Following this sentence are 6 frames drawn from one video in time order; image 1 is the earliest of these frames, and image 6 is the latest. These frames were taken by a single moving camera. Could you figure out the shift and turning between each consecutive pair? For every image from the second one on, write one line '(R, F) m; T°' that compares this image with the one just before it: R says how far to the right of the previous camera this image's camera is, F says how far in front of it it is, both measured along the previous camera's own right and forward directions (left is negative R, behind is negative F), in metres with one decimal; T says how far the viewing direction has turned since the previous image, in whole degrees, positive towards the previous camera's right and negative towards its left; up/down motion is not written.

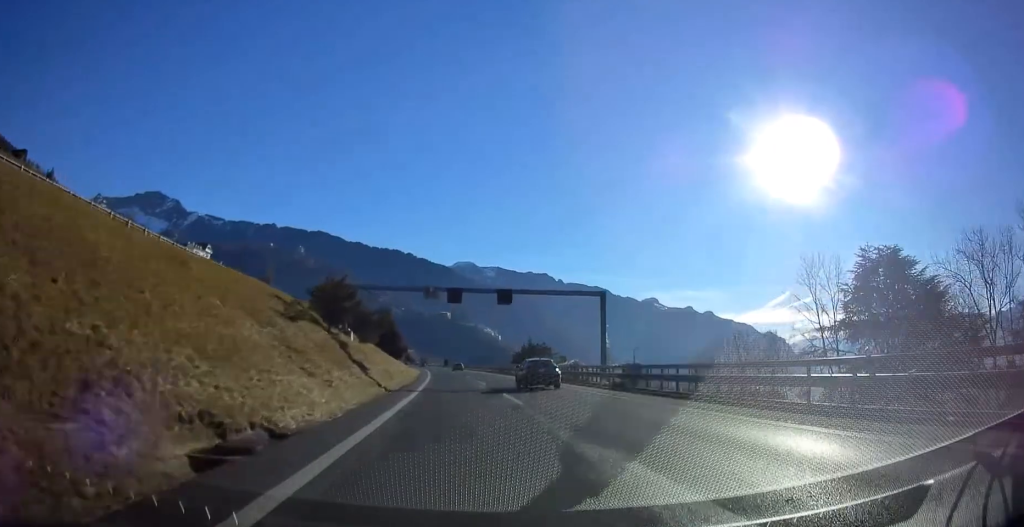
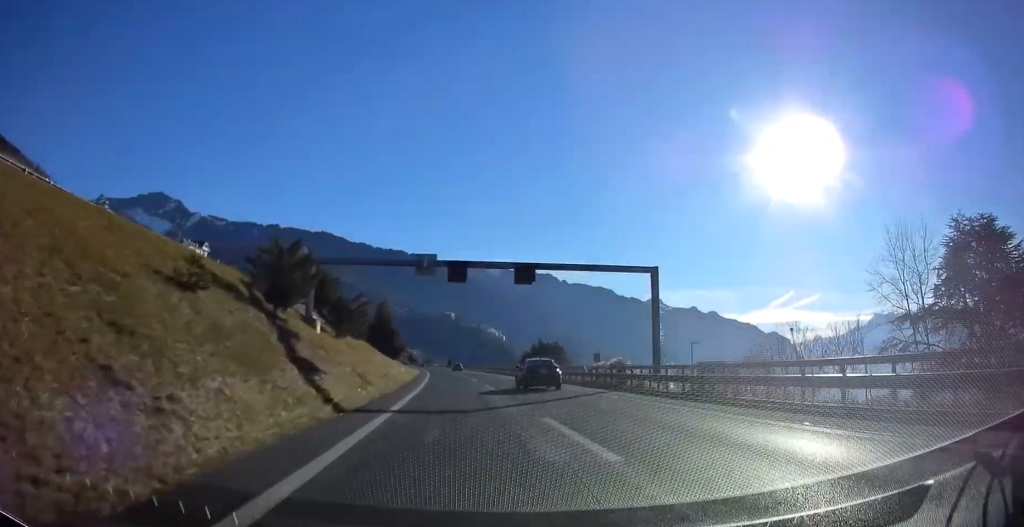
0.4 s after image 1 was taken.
(0.0, +11.5) m; 0°
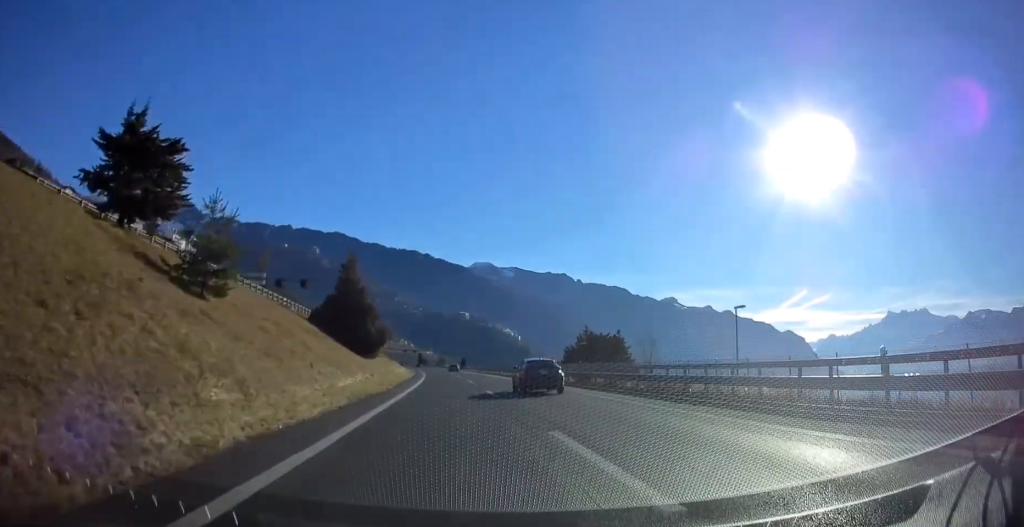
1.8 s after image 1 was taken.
(-0.3, +40.2) m; -2°
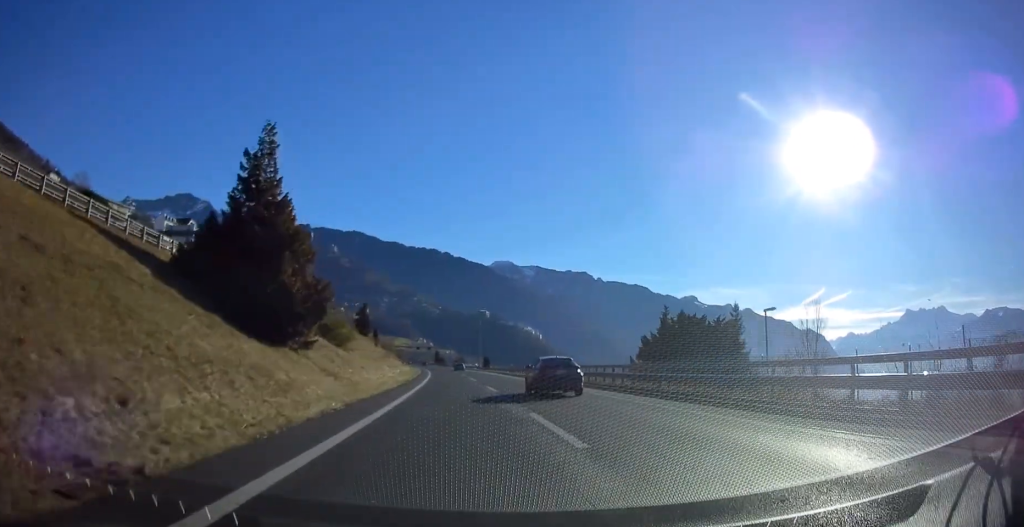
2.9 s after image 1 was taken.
(-0.7, +32.5) m; -2°
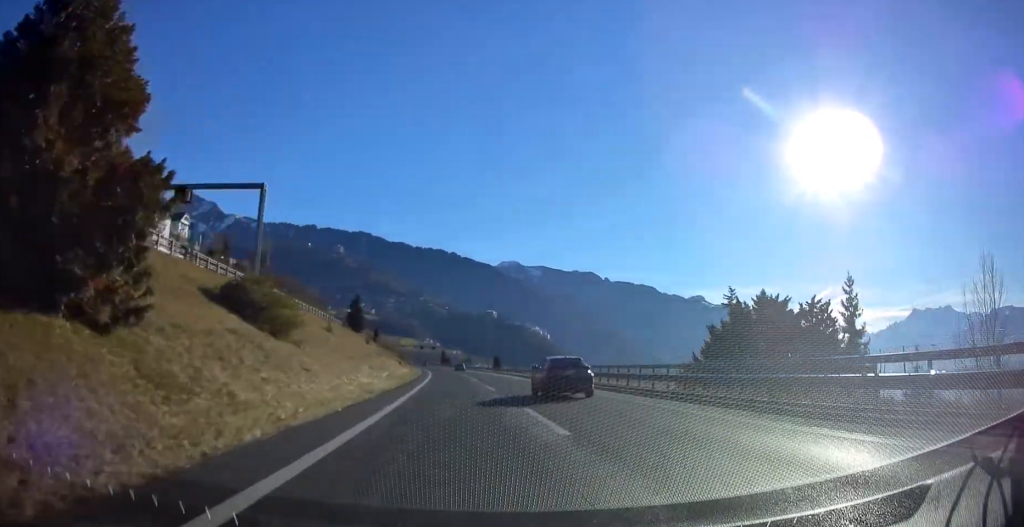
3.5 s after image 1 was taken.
(-0.2, +16.2) m; -1°
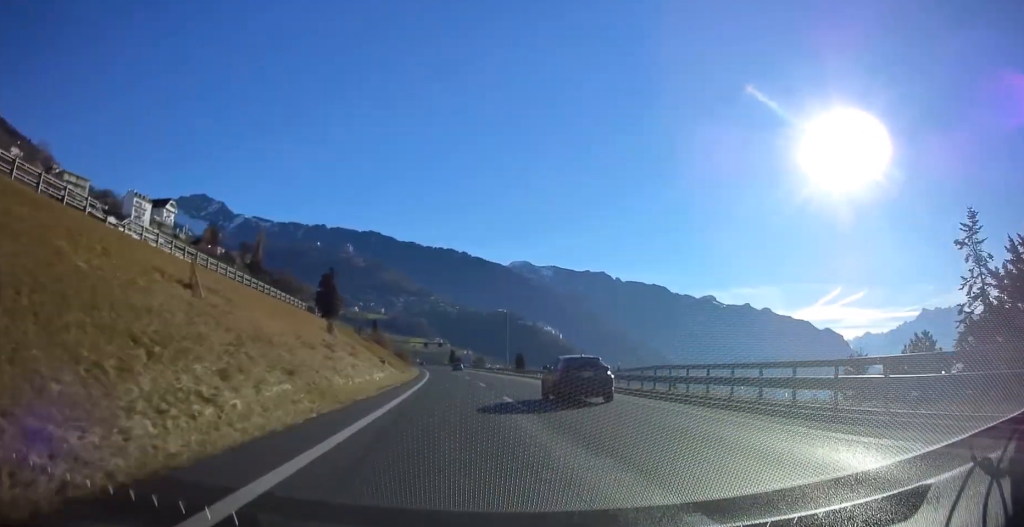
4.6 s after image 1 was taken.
(-0.1, +30.4) m; -1°
